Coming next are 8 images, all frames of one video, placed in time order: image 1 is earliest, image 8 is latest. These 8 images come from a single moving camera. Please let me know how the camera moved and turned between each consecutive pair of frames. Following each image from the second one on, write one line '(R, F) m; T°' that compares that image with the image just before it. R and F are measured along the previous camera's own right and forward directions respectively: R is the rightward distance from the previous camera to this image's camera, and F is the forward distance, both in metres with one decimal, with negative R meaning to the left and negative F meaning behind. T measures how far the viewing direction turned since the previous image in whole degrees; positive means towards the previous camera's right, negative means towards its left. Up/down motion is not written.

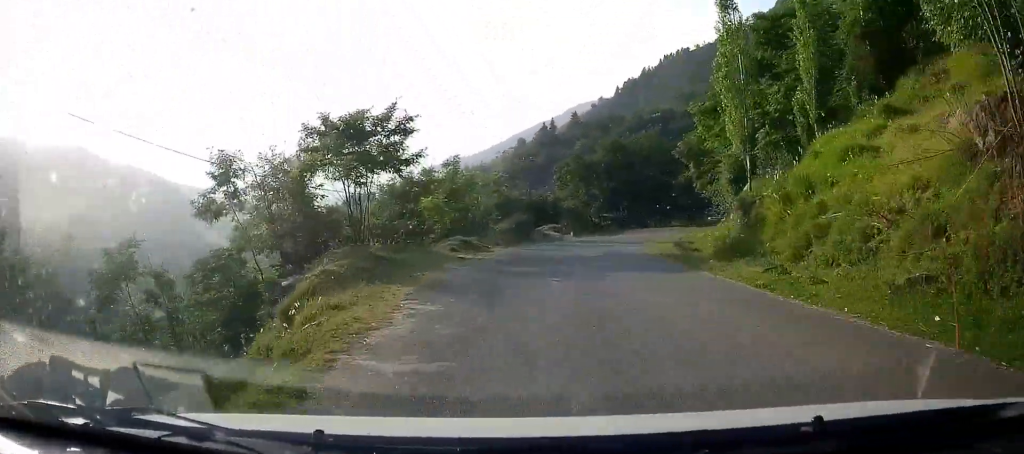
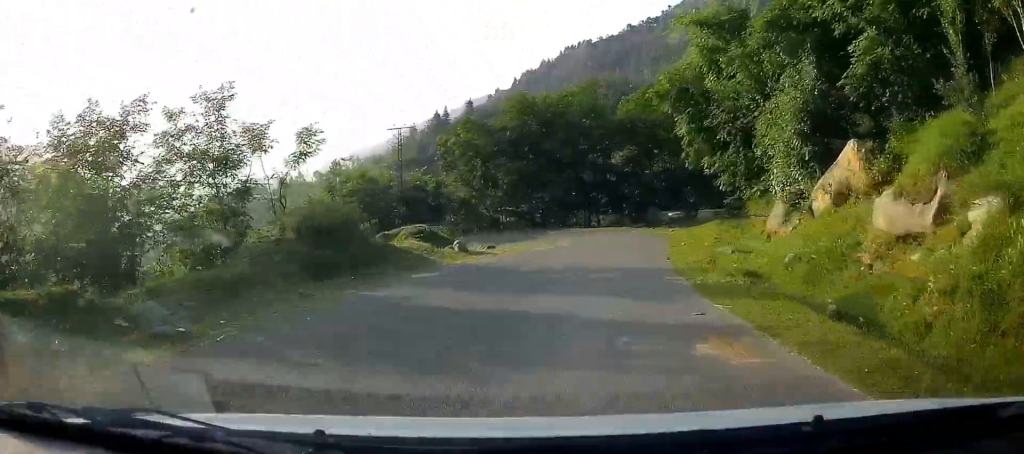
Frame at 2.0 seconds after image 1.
(-0.6, +19.9) m; +4°
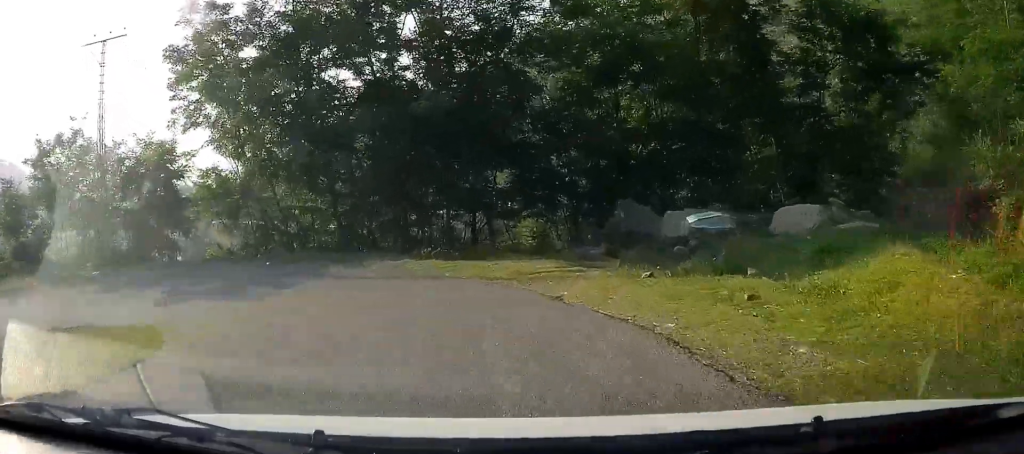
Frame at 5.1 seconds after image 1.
(+3.4, +25.8) m; +4°
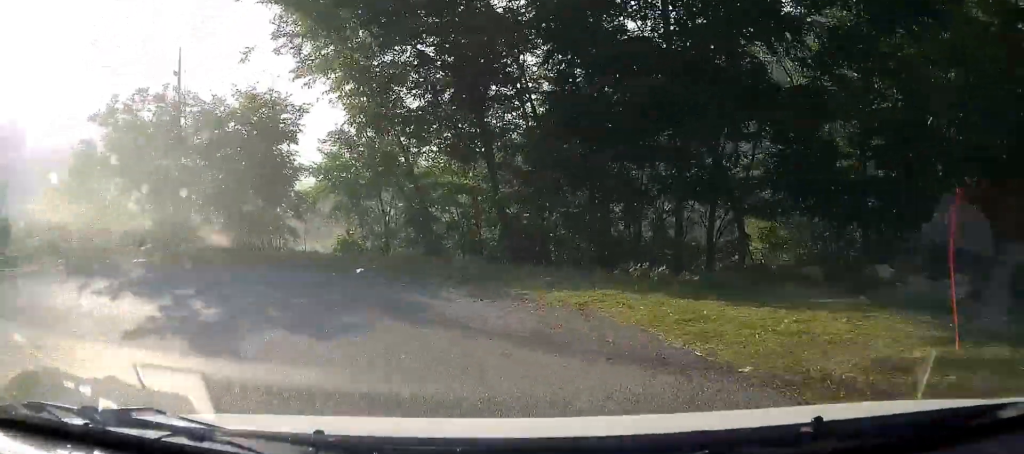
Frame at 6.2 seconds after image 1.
(+0.6, +8.3) m; -6°
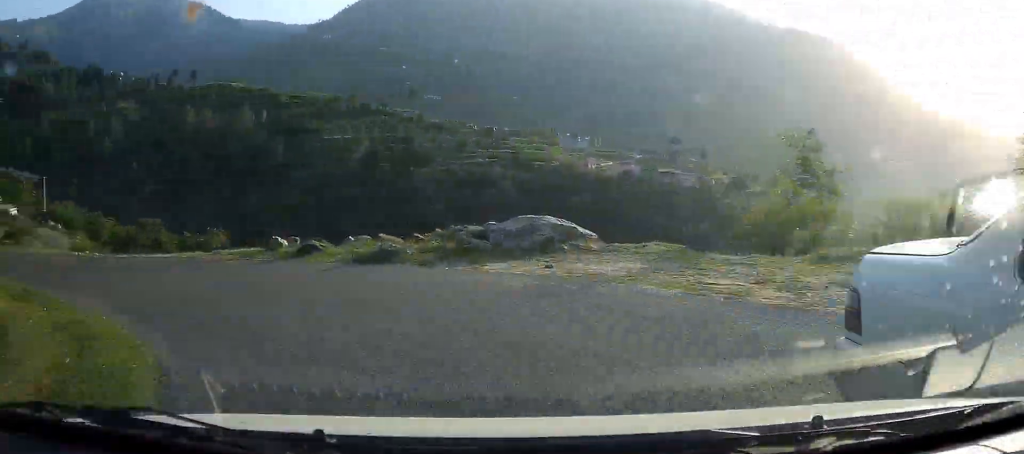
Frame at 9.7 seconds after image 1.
(-9.2, +9.3) m; -105°
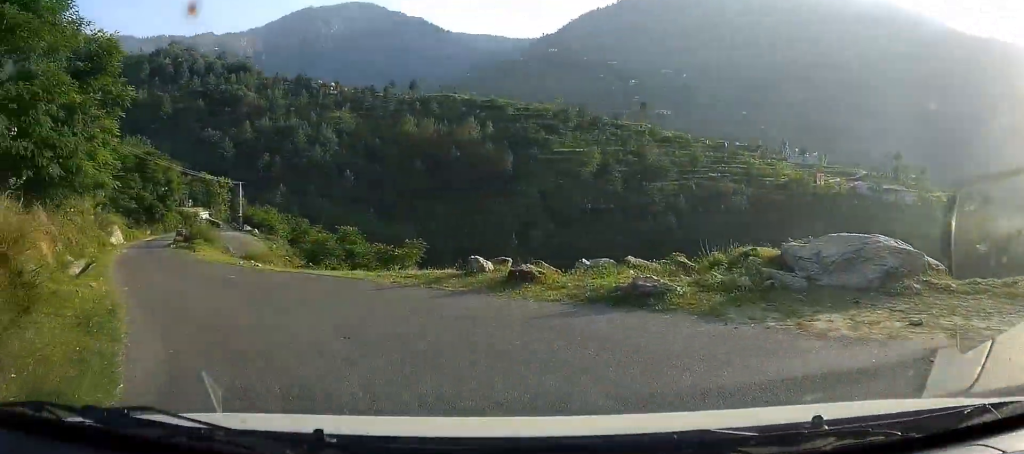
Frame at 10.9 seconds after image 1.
(-1.9, +5.1) m; -28°
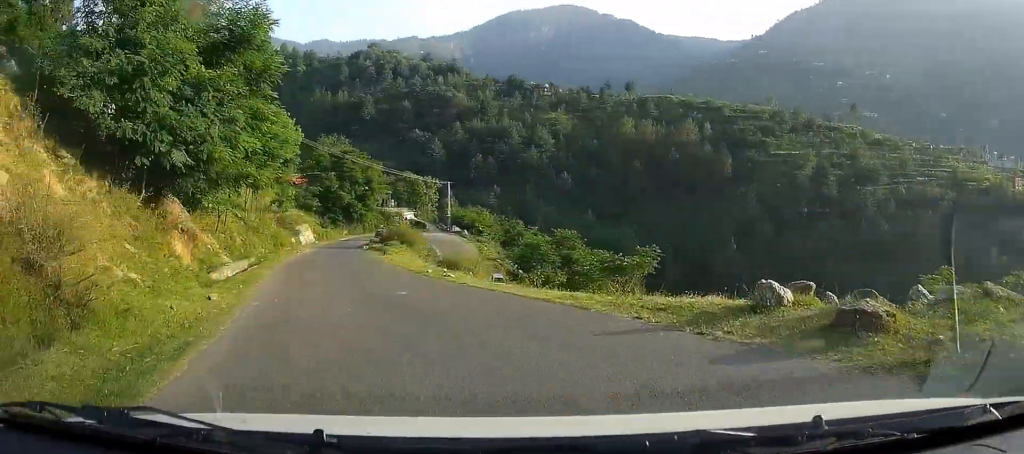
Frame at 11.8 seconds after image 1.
(-0.5, +4.3) m; -13°
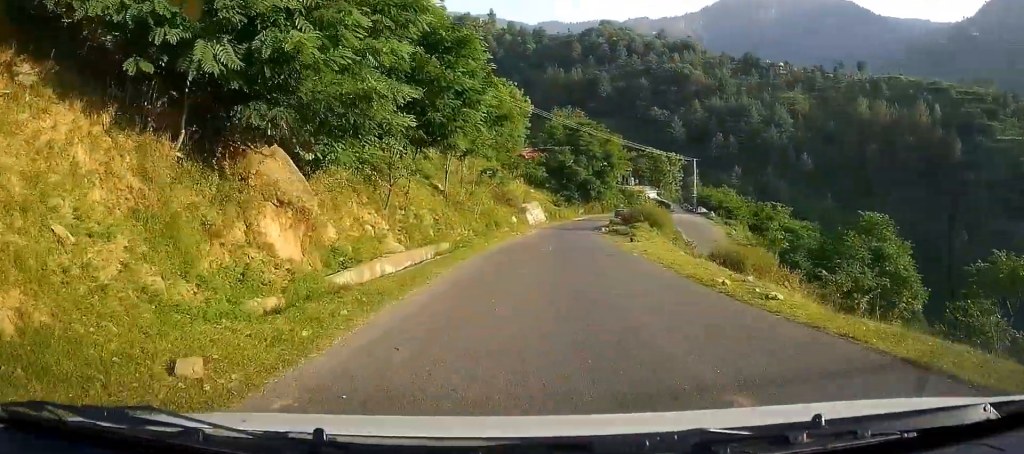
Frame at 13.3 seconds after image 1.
(-1.6, +8.1) m; -14°
